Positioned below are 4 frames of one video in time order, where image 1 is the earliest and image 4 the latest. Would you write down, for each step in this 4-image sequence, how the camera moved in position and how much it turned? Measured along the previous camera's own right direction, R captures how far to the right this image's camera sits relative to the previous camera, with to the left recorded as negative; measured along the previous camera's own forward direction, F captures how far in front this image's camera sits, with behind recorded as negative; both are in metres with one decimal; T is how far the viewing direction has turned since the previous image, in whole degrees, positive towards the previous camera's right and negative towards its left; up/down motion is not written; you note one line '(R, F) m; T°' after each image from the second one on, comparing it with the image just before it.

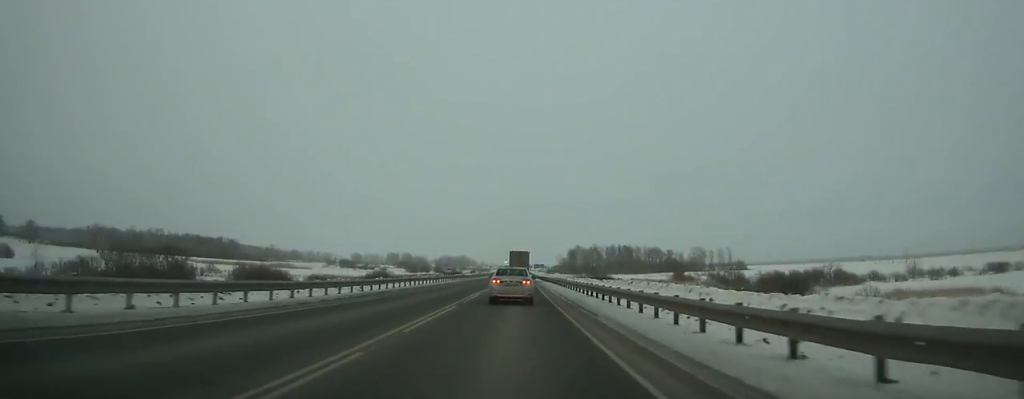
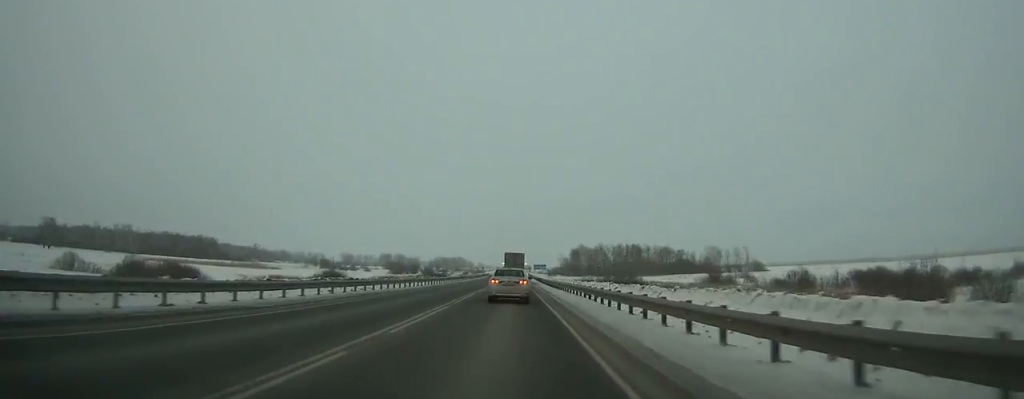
(+0.1, +35.3) m; 0°
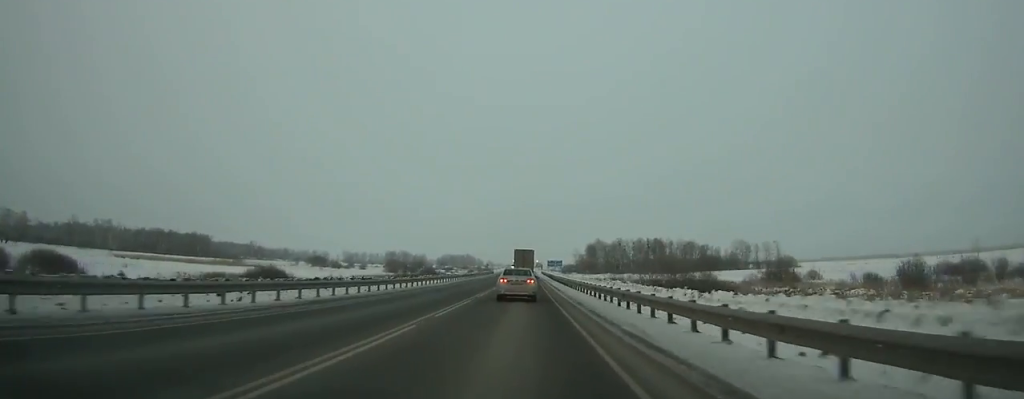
(-0.3, +30.8) m; 0°
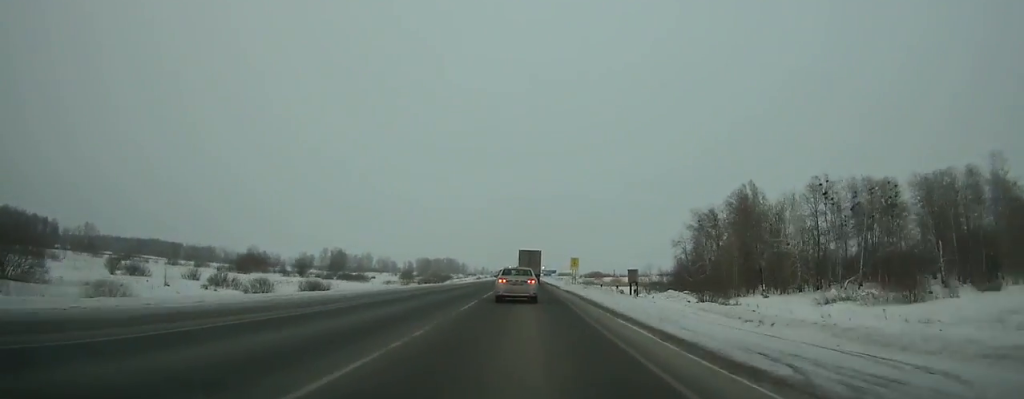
(-0.4, +221.7) m; 0°
